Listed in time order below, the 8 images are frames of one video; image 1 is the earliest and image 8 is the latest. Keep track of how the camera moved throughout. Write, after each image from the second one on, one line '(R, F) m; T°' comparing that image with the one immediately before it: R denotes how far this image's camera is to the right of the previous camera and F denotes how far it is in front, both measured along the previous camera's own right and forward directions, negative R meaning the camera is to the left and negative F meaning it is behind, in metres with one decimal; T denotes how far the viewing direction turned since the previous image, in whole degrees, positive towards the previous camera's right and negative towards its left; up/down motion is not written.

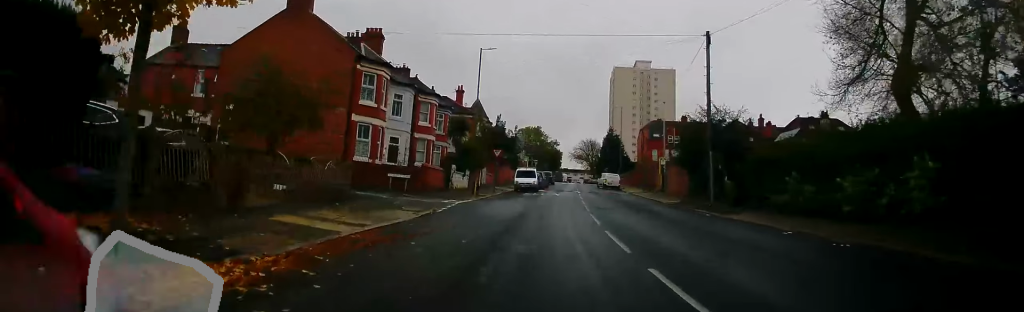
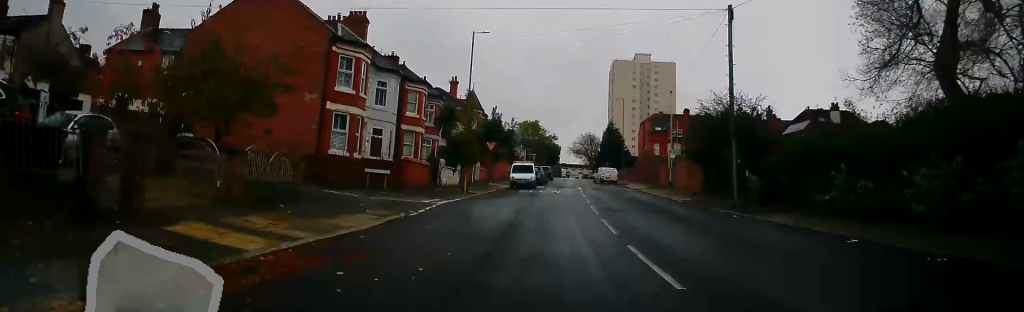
(0.0, +3.6) m; 0°
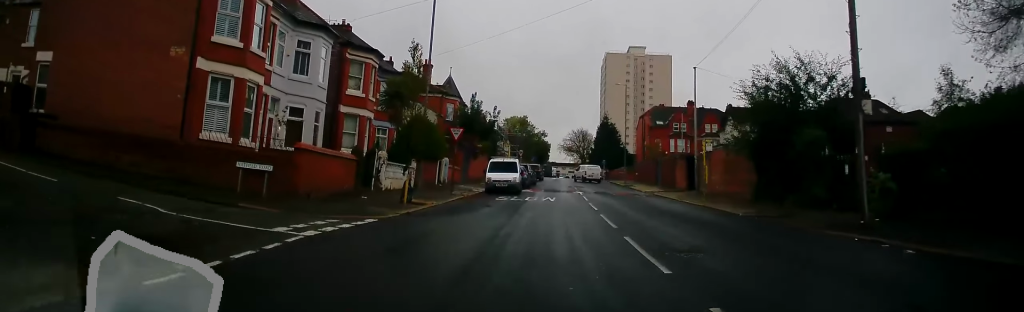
(+0.1, +10.8) m; 0°
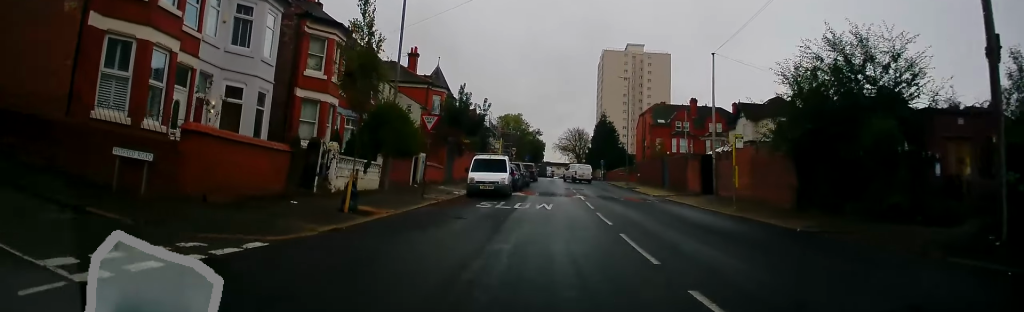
(0.0, +5.2) m; +1°
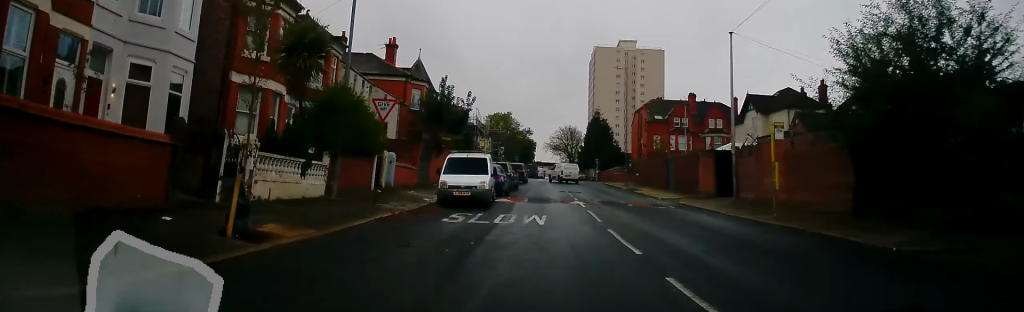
(+0.1, +5.0) m; +1°
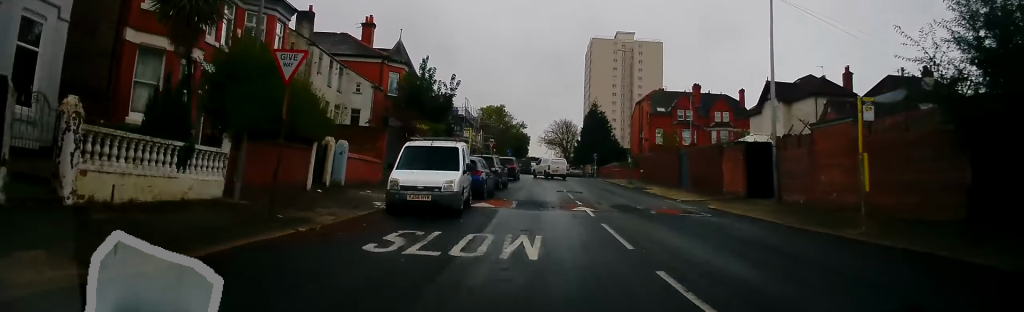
(0.0, +6.0) m; 0°
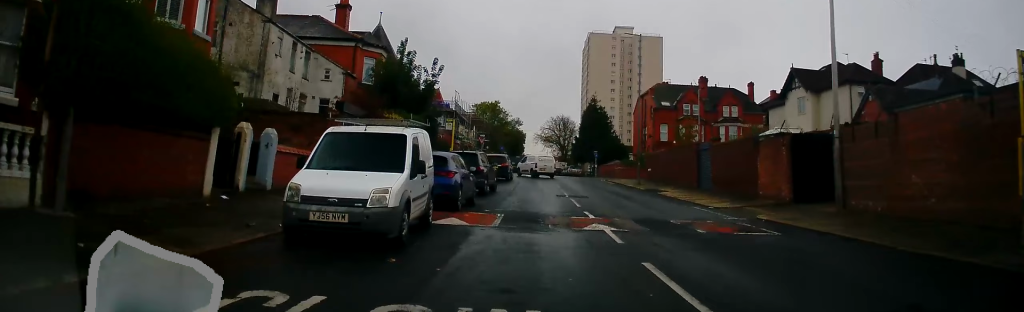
(0.0, +5.7) m; 0°
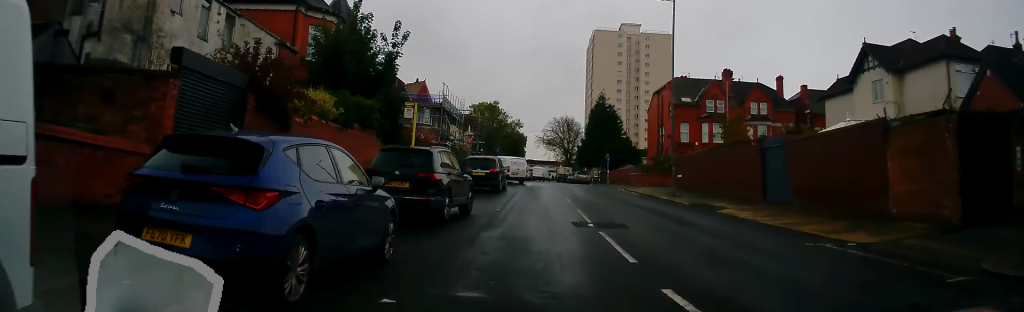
(0.0, +10.5) m; 0°
